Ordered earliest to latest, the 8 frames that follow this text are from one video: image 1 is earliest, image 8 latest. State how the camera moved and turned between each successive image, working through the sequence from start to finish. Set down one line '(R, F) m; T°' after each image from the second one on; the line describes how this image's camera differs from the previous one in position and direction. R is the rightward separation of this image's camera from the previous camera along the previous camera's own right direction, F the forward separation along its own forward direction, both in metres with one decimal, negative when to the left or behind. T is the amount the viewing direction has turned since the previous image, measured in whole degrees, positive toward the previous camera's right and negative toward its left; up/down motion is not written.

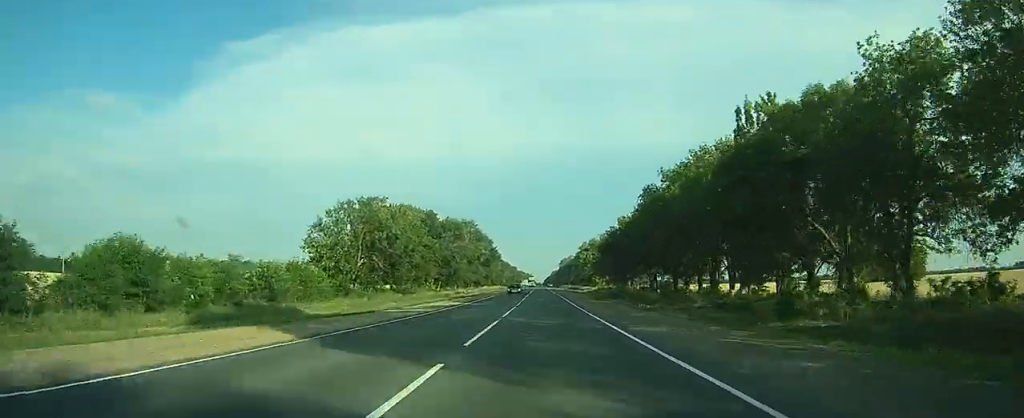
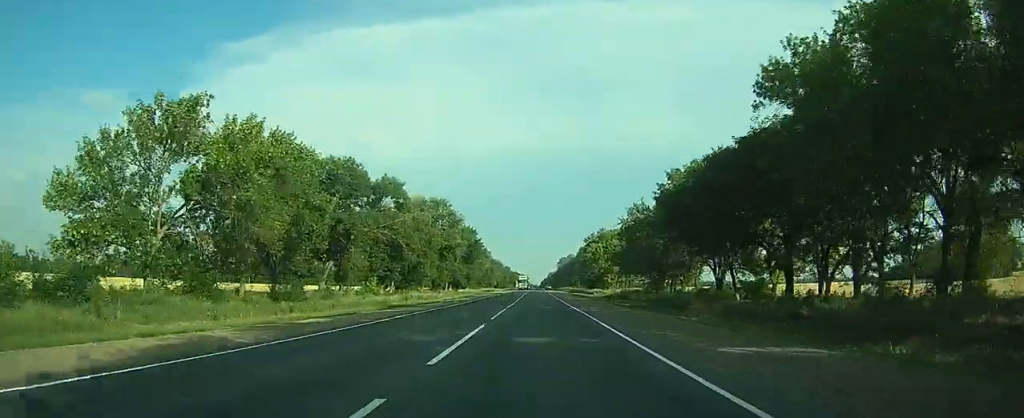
(+0.1, +35.8) m; 0°
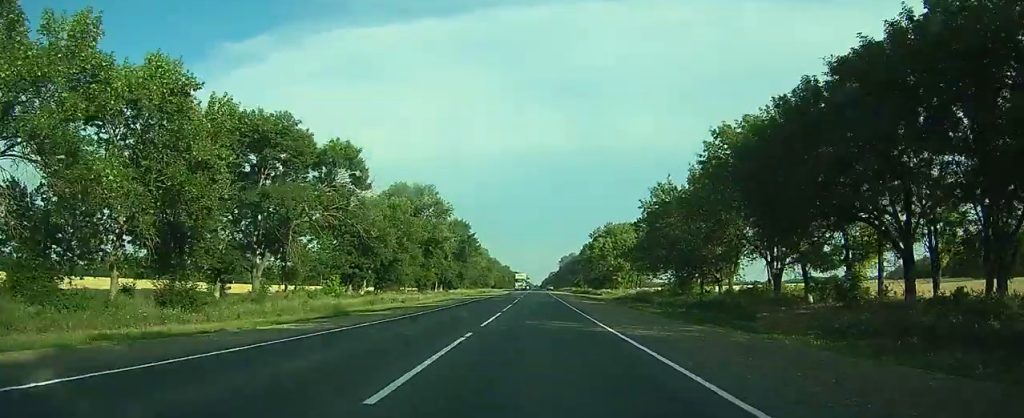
(0.0, +13.1) m; 0°
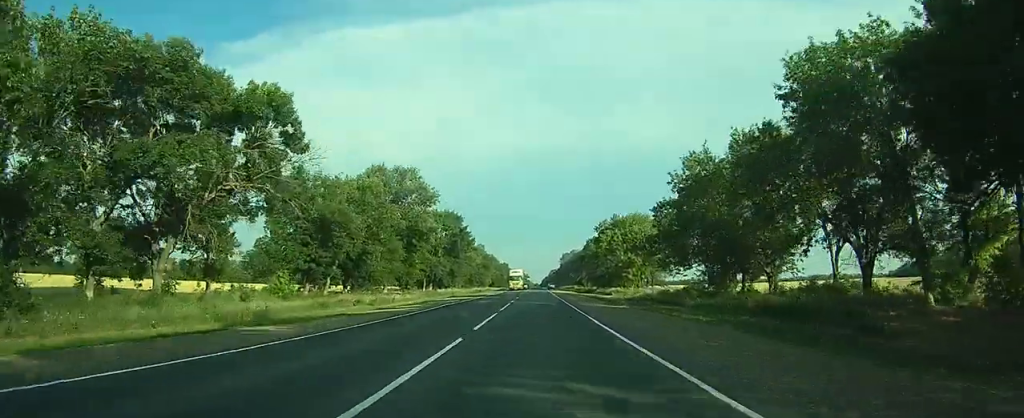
(0.0, +11.5) m; 0°
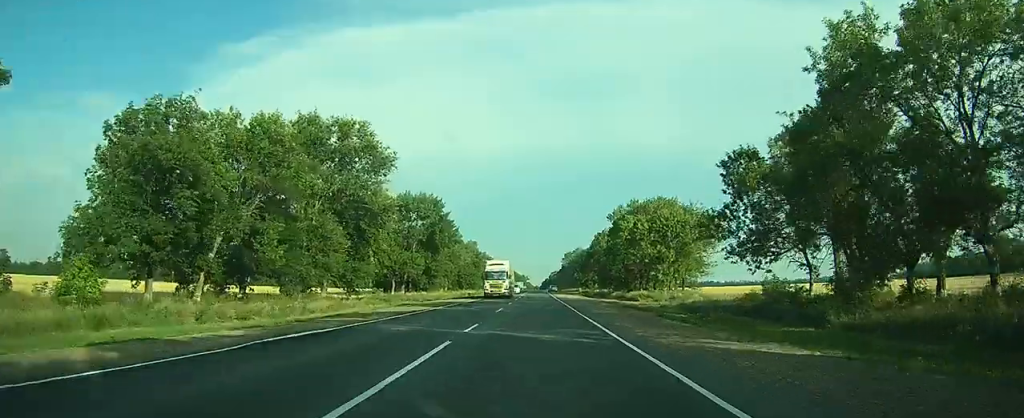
(0.0, +23.0) m; 0°
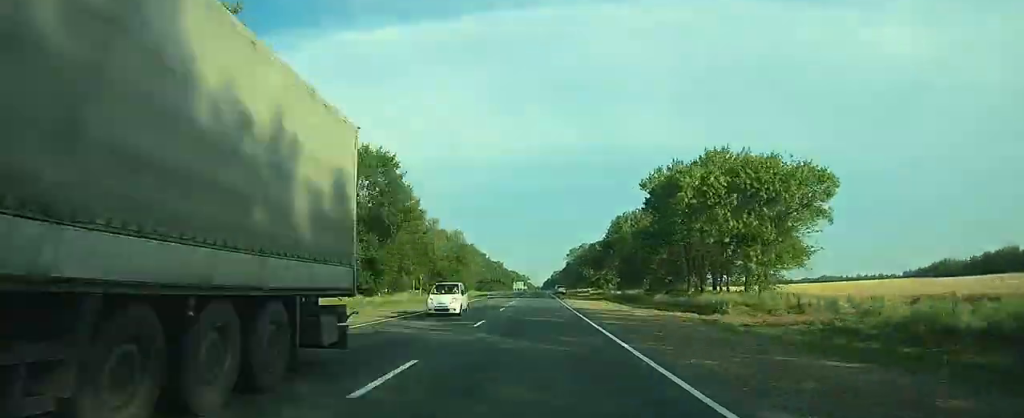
(0.0, +35.3) m; 0°
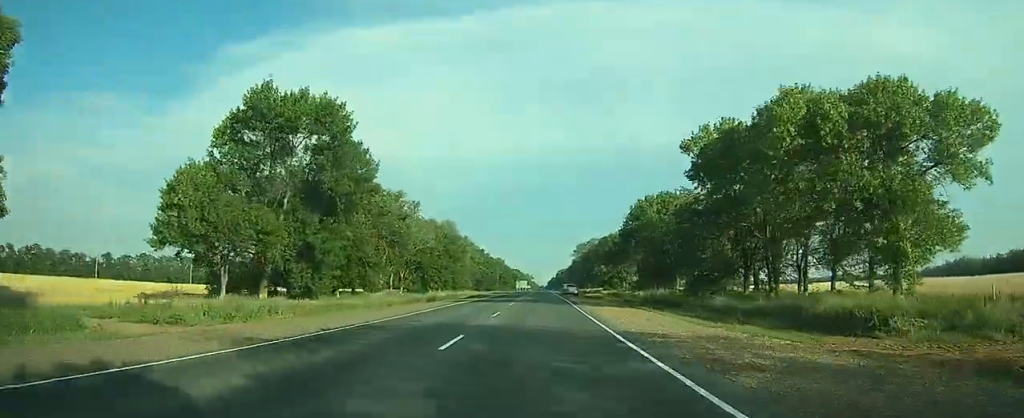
(0.0, +19.2) m; 0°
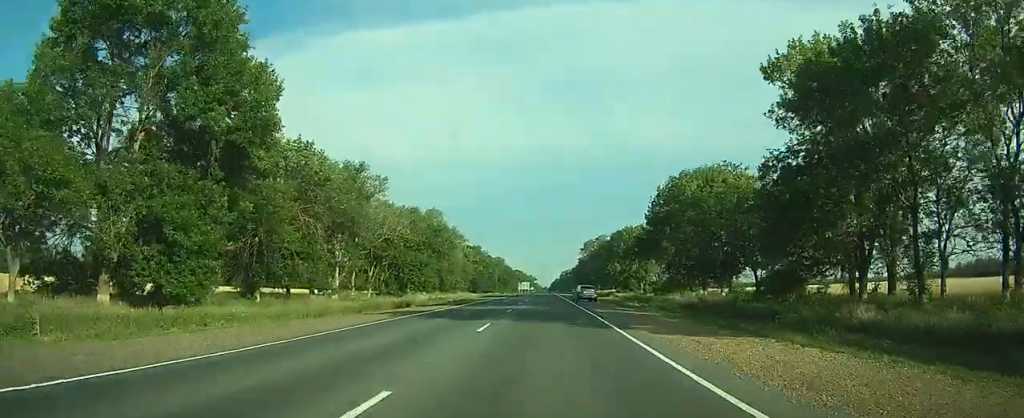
(0.0, +18.2) m; 0°
